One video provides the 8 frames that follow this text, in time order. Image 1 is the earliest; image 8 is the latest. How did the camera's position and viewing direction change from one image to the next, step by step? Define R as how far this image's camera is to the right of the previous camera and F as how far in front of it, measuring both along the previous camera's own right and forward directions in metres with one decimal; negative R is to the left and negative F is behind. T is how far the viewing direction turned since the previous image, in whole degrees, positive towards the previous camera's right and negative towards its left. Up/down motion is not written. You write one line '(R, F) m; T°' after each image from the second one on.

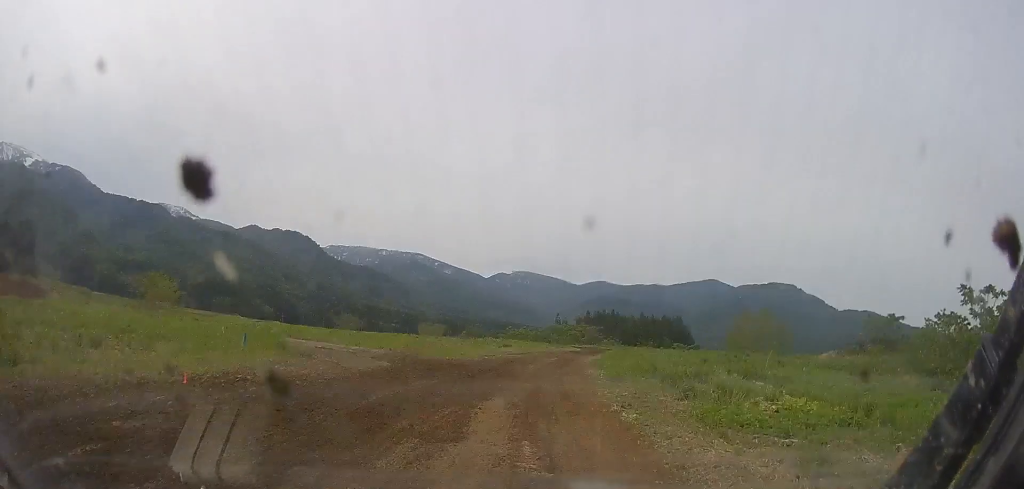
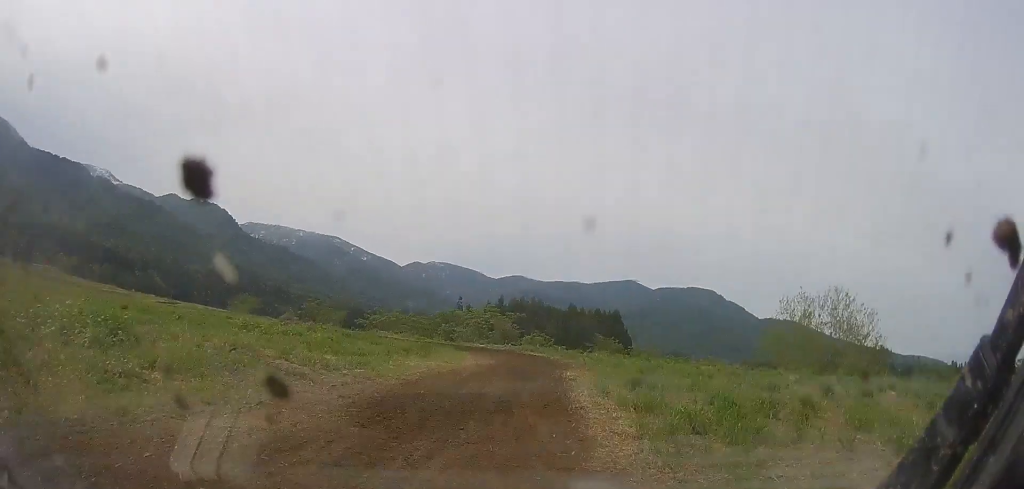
(+7.3, +40.1) m; +21°
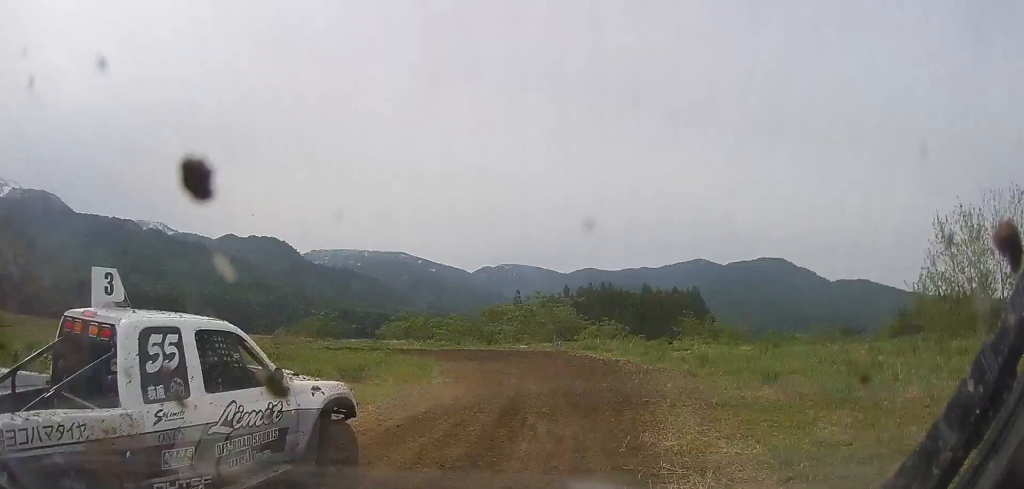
(-1.3, +17.0) m; -5°
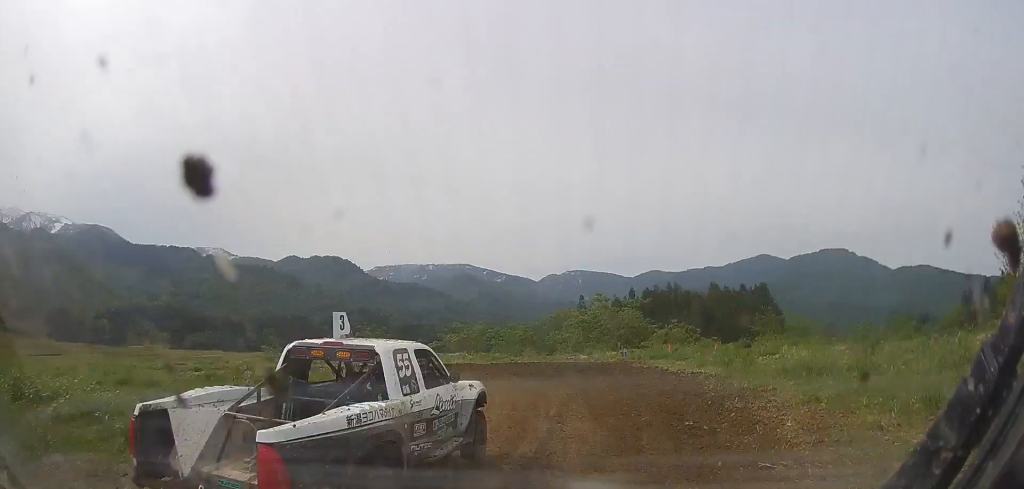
(0.0, +5.3) m; 0°
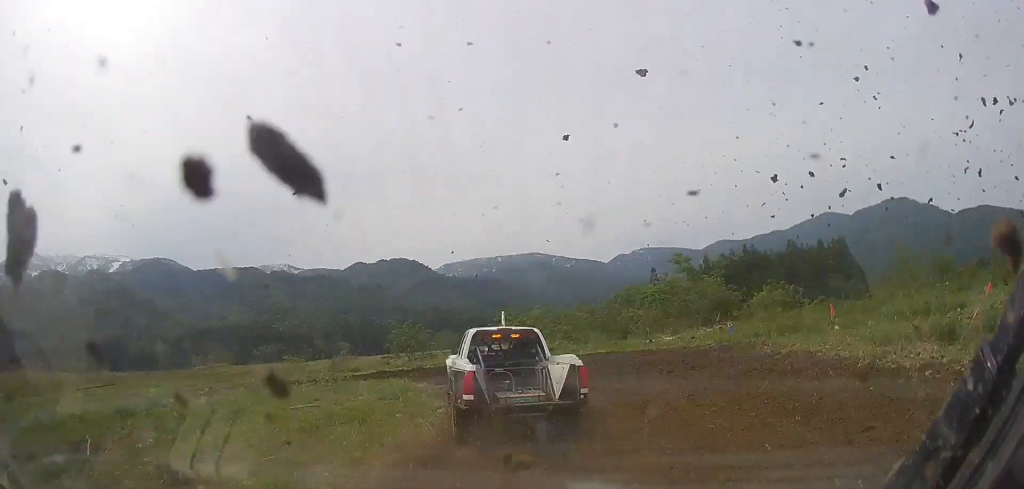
(-0.1, +9.7) m; -12°
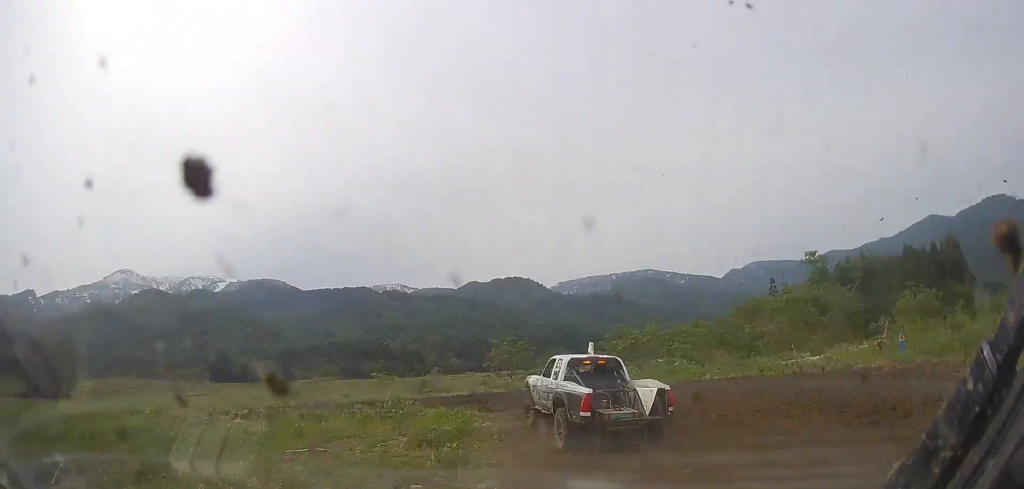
(-0.8, +4.7) m; -23°
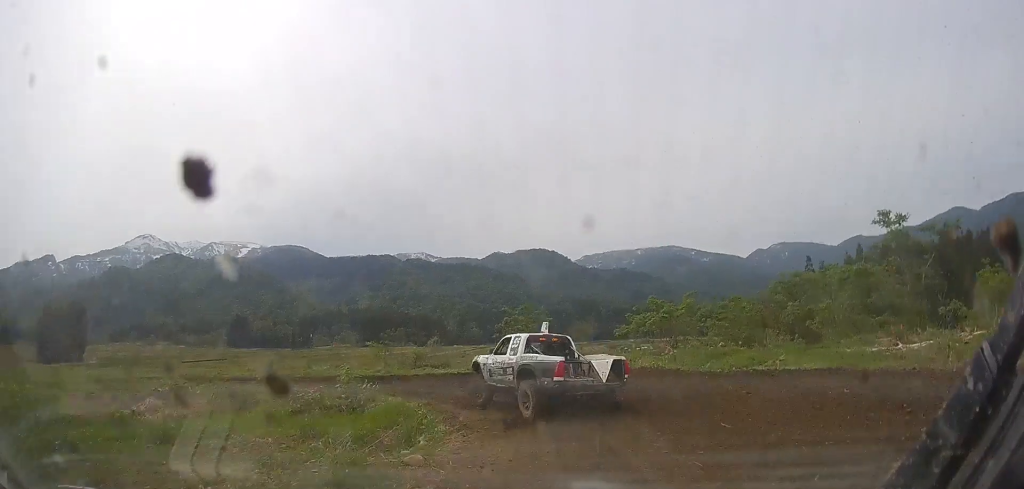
(-0.7, +5.5) m; -36°
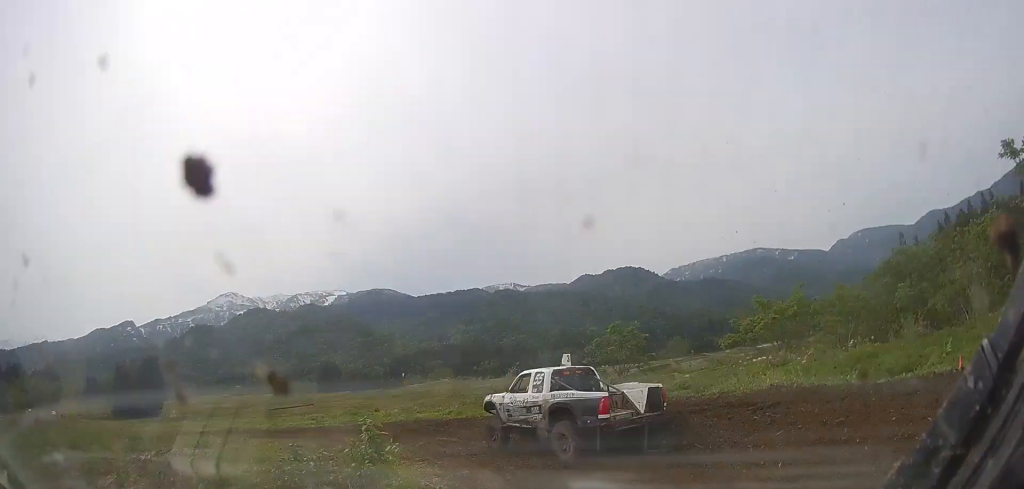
(-2.1, +3.1) m; -21°
